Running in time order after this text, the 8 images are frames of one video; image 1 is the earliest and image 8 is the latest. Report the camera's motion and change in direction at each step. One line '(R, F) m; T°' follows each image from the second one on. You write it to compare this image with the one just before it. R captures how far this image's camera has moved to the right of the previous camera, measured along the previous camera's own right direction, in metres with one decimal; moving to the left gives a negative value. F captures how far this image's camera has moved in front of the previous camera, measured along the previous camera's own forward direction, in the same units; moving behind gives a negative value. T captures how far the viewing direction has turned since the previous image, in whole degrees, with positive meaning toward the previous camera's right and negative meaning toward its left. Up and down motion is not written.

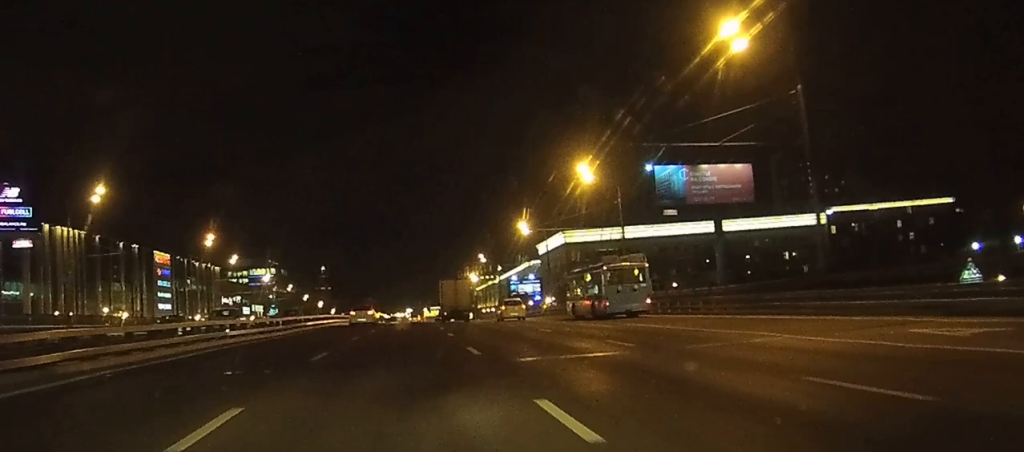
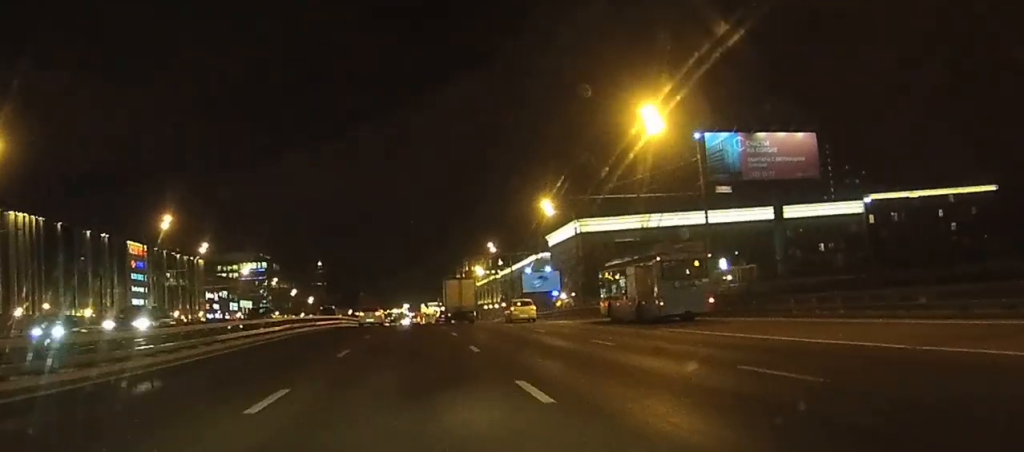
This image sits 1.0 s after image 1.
(0.0, +21.0) m; 0°
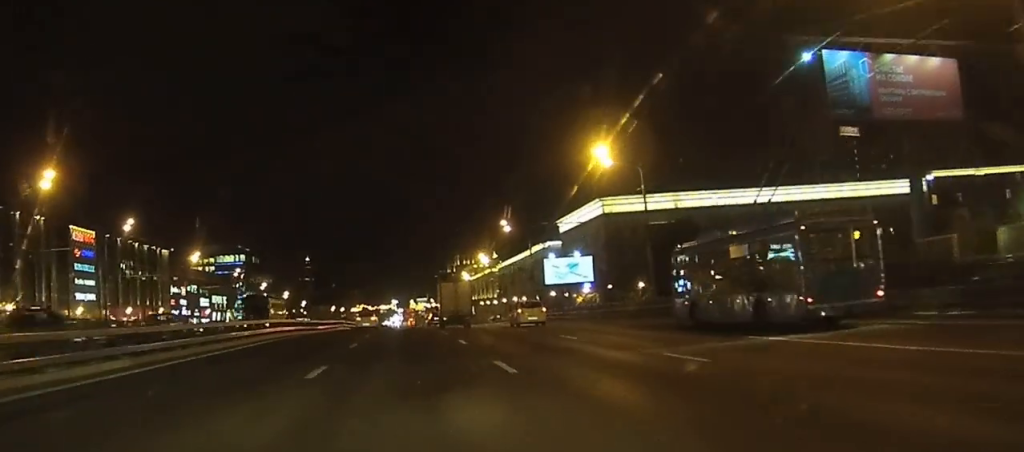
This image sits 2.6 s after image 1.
(+0.2, +31.2) m; +1°
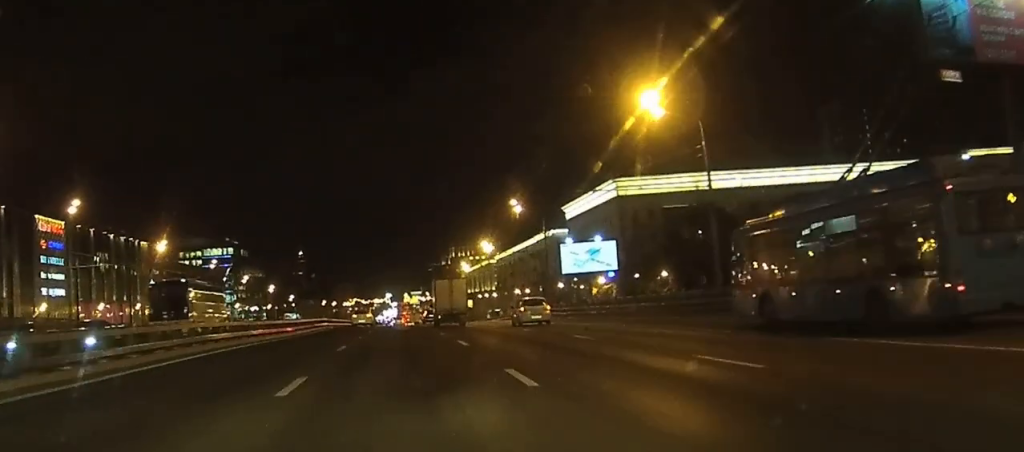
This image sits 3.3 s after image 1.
(0.0, +14.9) m; 0°
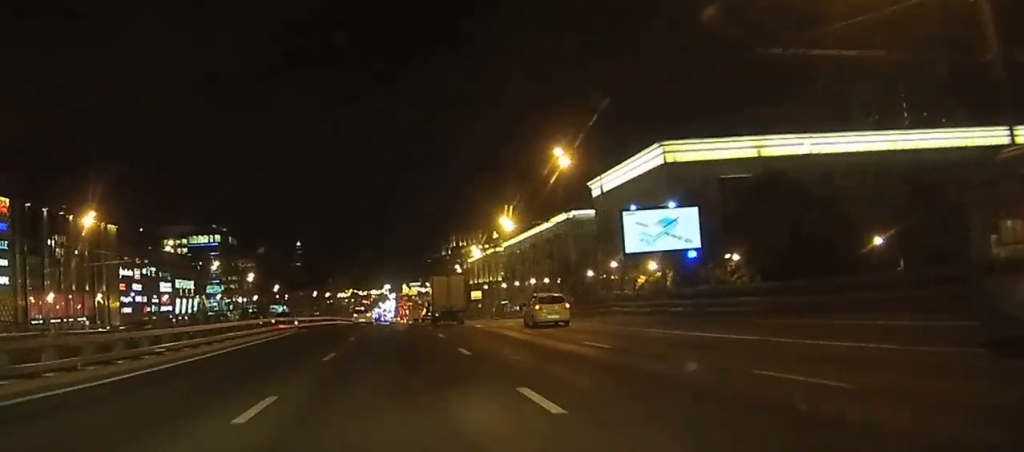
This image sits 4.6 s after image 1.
(+0.1, +26.4) m; 0°
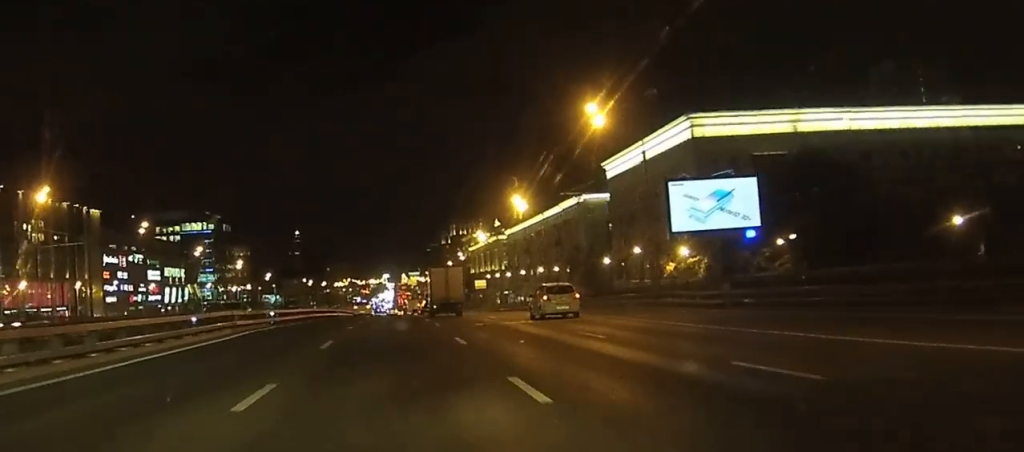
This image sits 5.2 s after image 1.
(0.0, +11.5) m; 0°
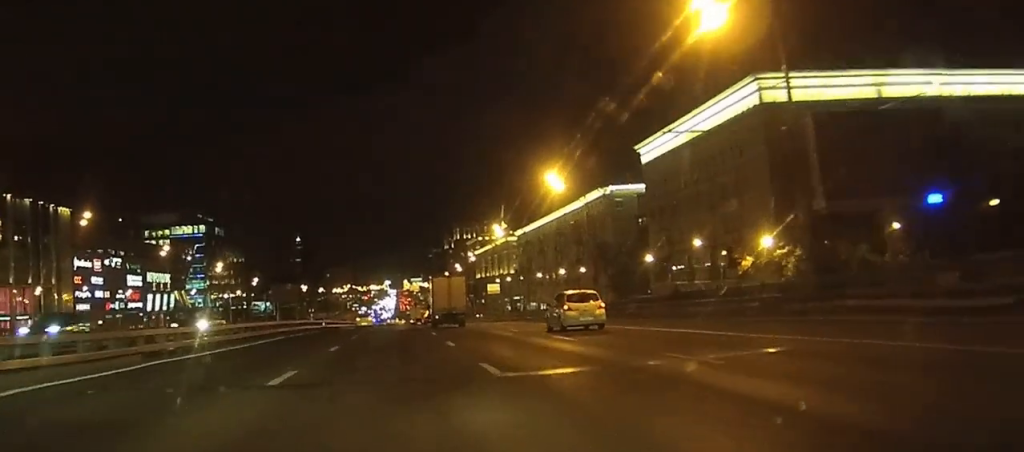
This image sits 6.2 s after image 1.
(-0.1, +20.1) m; 0°
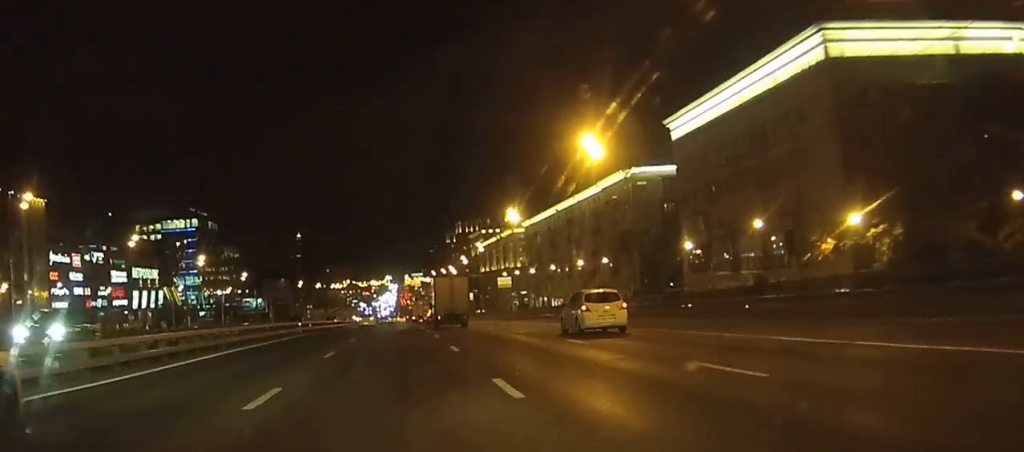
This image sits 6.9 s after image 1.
(0.0, +14.0) m; 0°
